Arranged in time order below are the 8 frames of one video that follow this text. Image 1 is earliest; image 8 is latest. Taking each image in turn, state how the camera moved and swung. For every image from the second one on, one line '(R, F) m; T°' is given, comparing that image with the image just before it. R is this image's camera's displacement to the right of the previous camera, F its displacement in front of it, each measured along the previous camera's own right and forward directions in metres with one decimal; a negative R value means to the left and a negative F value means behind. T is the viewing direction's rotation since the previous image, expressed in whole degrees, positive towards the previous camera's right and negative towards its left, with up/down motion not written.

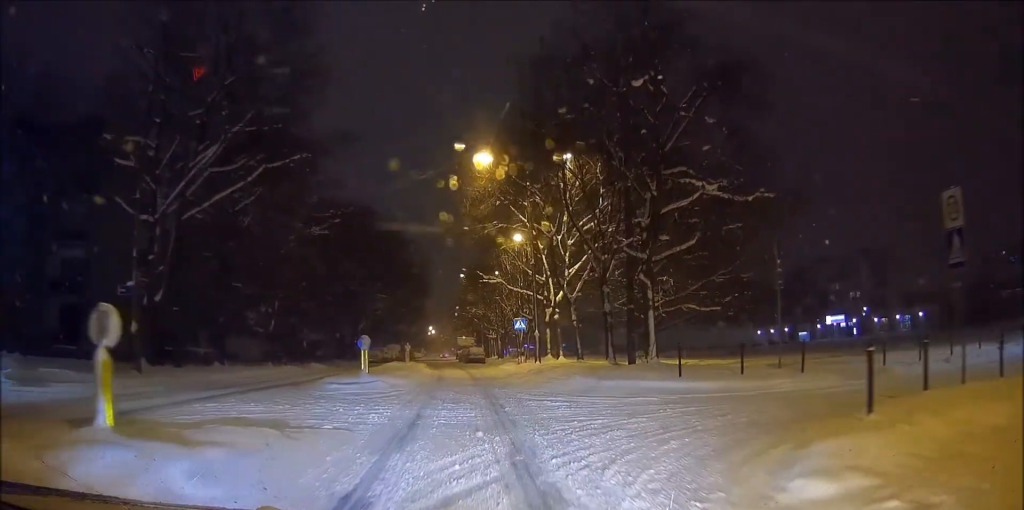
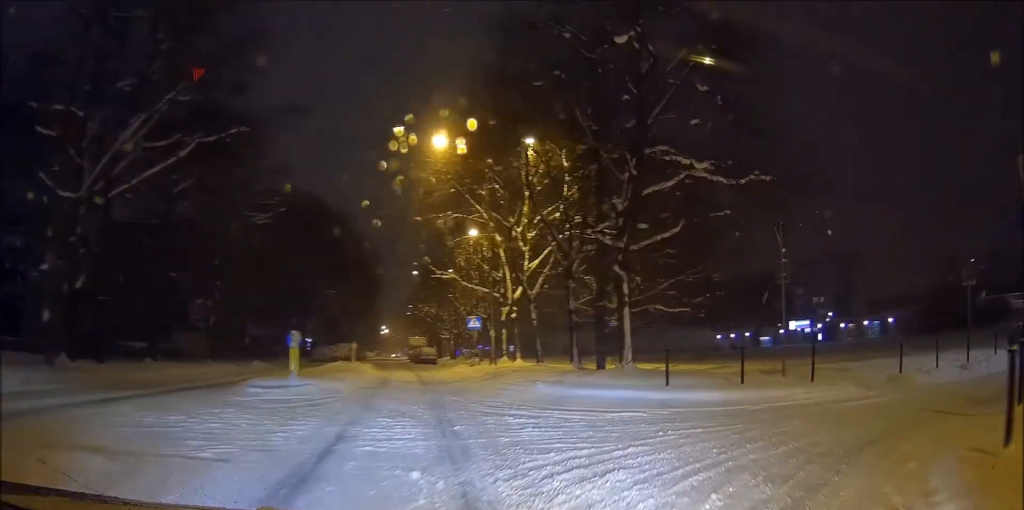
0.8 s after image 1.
(+0.1, +3.2) m; +5°
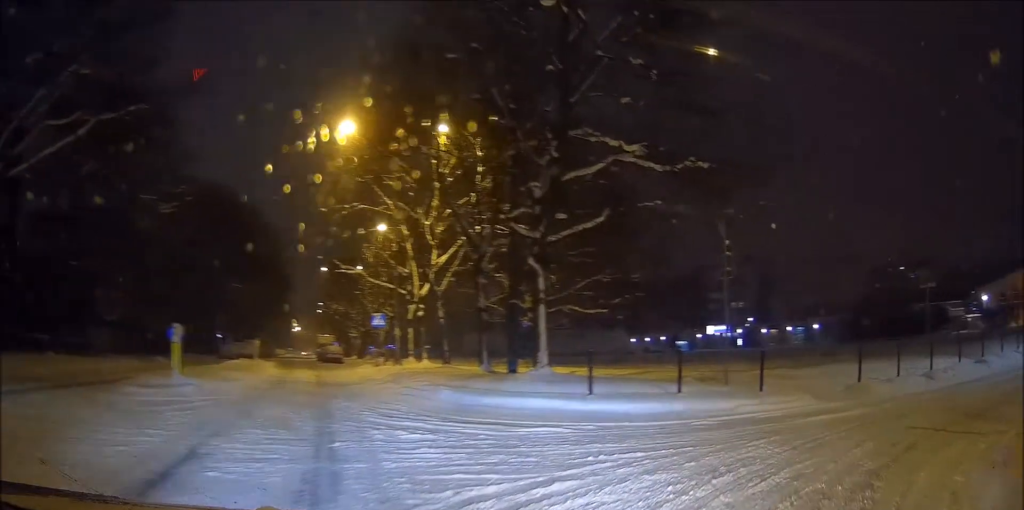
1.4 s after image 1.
(+0.1, +2.4) m; +5°
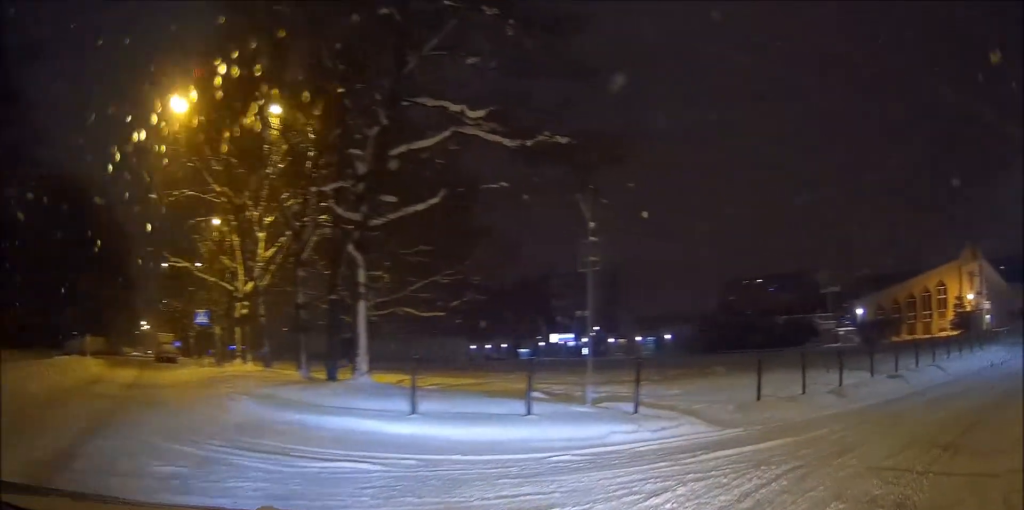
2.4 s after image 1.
(+0.2, +3.4) m; +11°
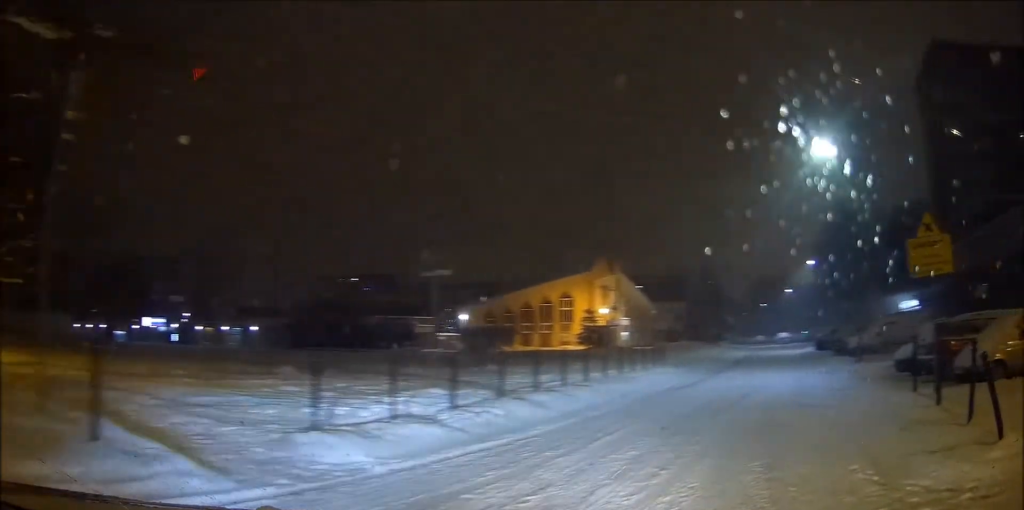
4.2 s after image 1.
(+1.0, +5.3) m; +26°
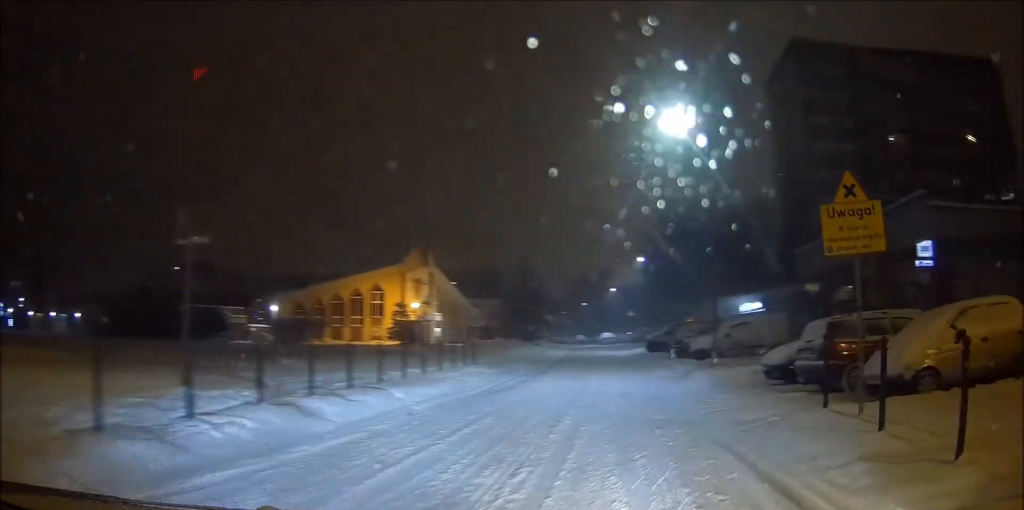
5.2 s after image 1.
(+0.6, +2.6) m; +18°
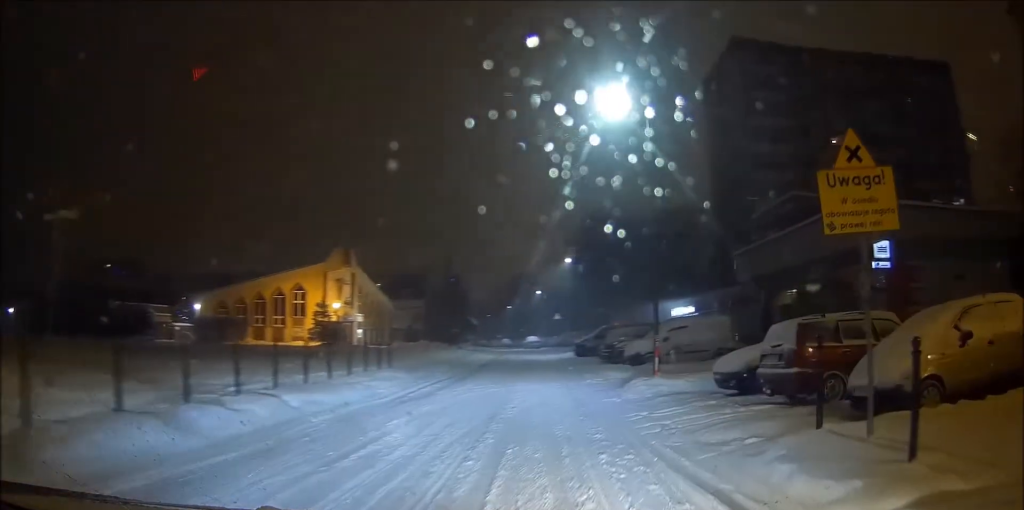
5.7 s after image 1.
(+0.1, +1.6) m; +8°
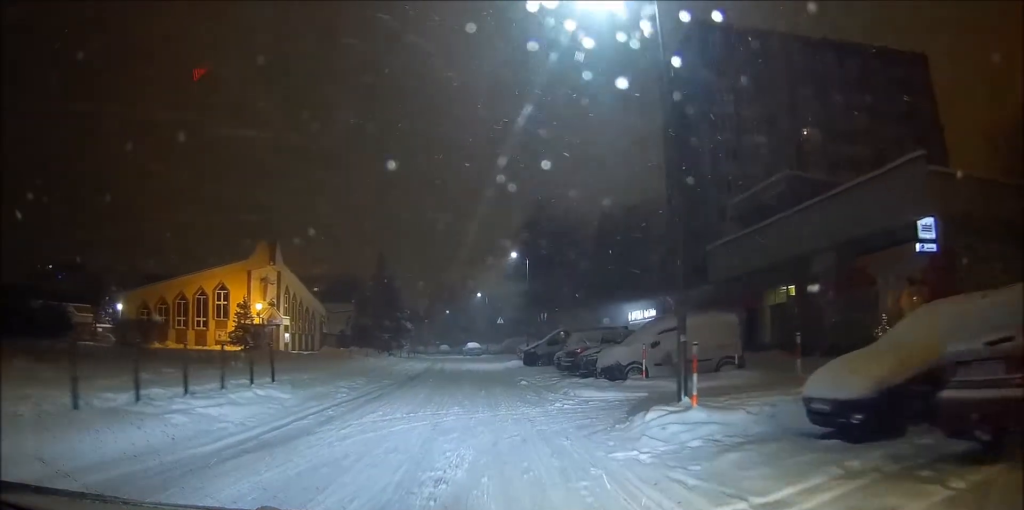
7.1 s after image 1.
(+0.6, +5.5) m; +12°
